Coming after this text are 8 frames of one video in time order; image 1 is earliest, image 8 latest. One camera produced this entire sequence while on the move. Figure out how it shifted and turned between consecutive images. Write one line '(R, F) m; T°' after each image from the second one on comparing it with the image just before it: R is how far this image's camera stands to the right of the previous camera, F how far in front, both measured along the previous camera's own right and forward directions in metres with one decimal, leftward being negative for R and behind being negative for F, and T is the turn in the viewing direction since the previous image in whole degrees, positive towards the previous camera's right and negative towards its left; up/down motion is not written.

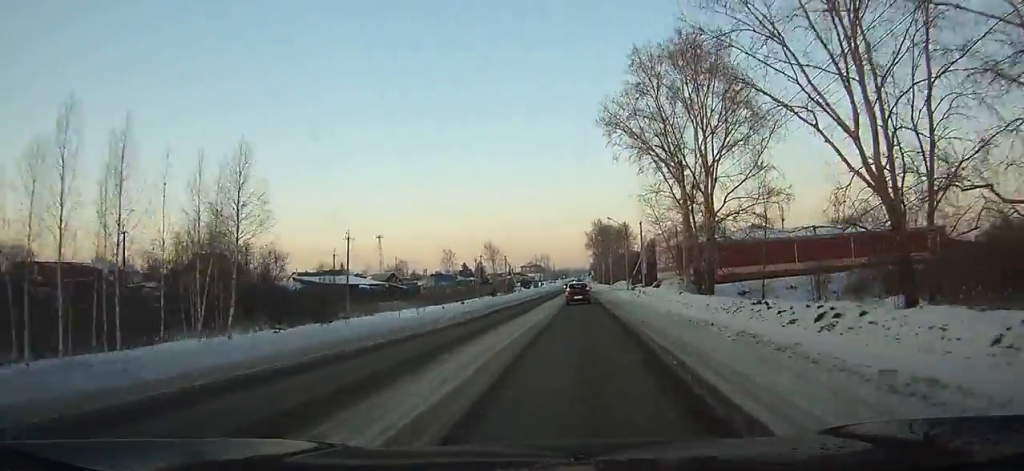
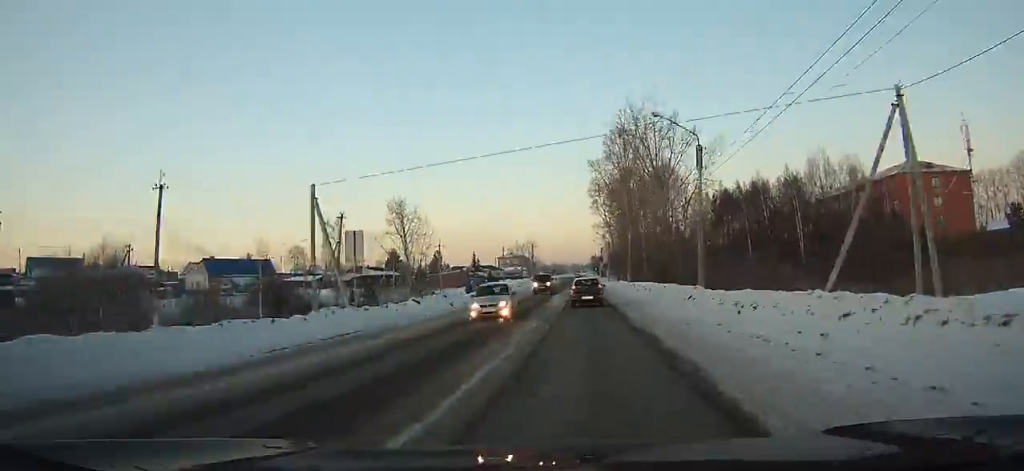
(-0.4, +104.7) m; +1°
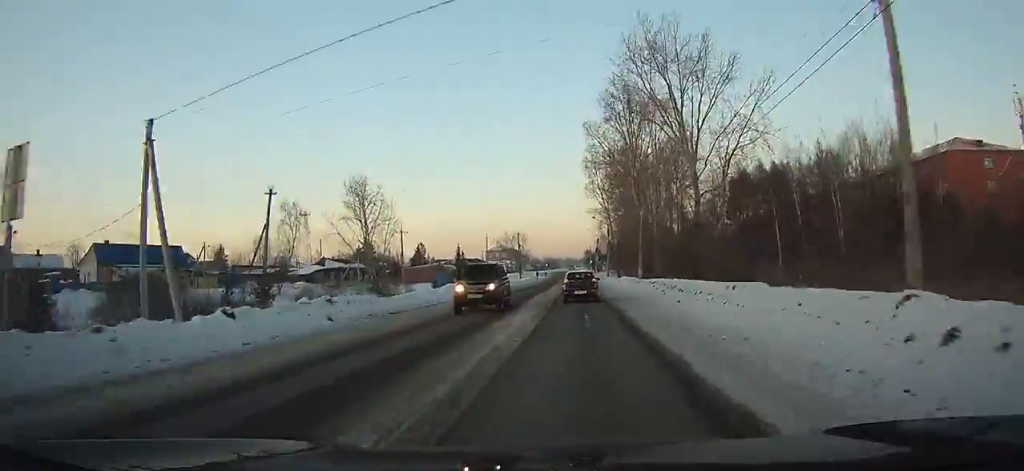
(+0.2, +16.7) m; 0°
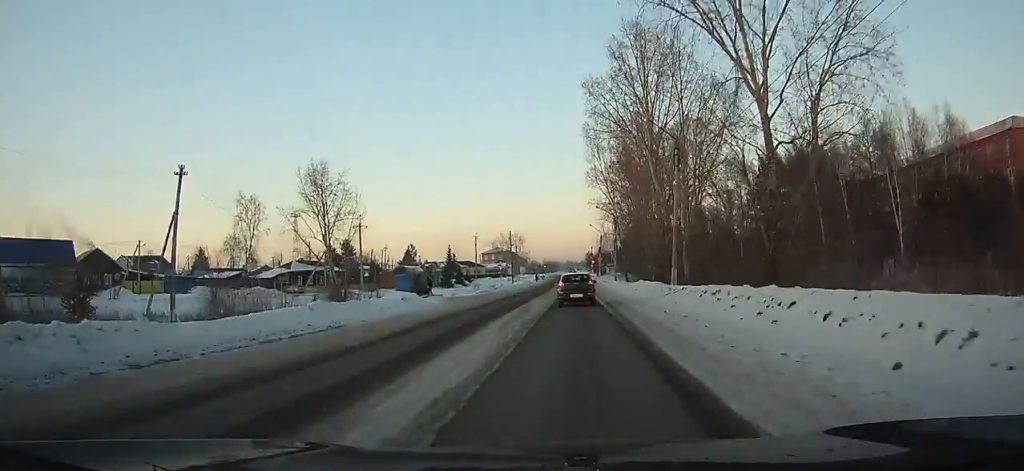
(+0.2, +15.4) m; 0°
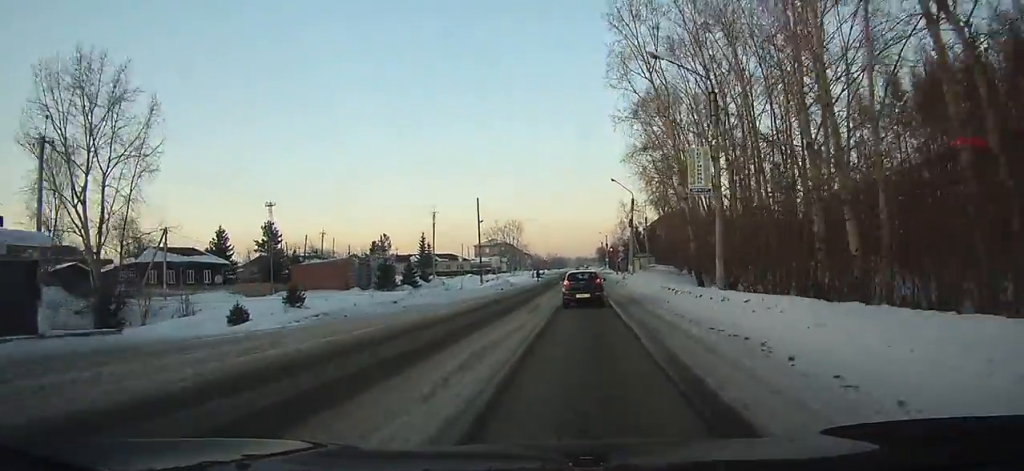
(0.0, +41.7) m; 0°
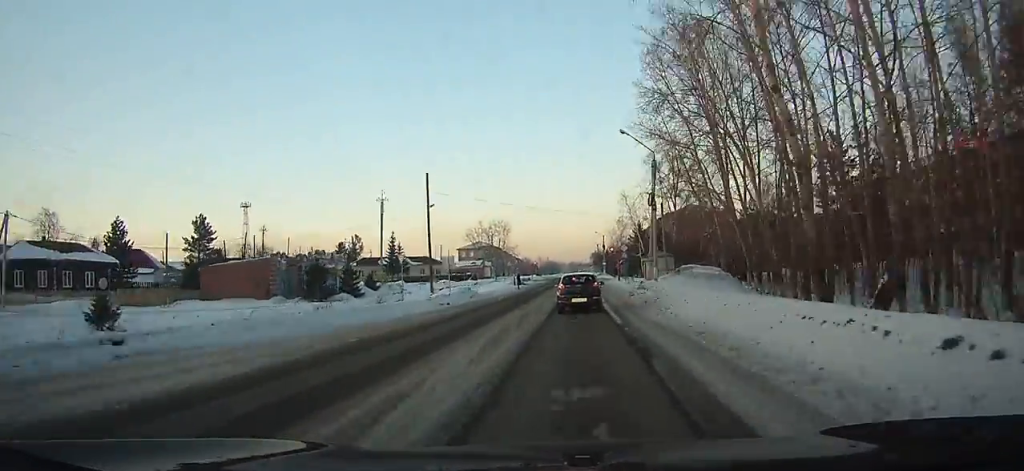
(+0.1, +17.8) m; 0°
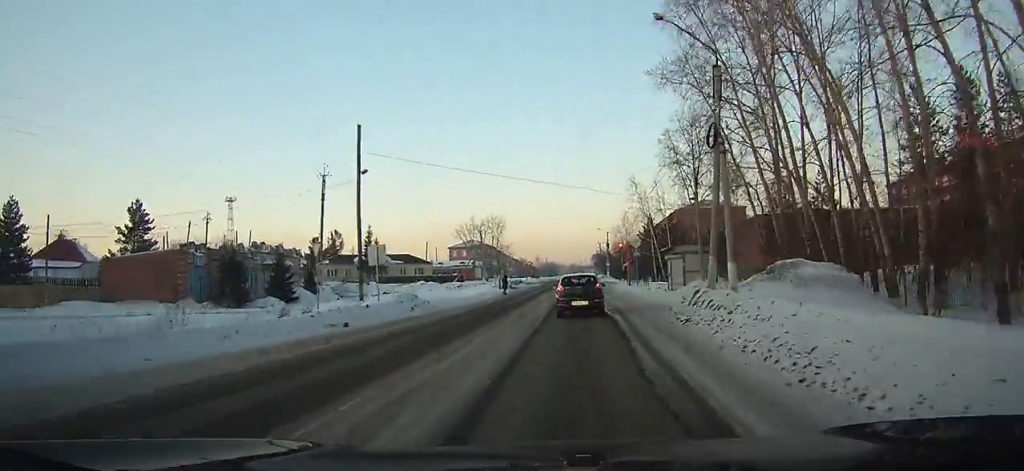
(0.0, +13.8) m; 0°
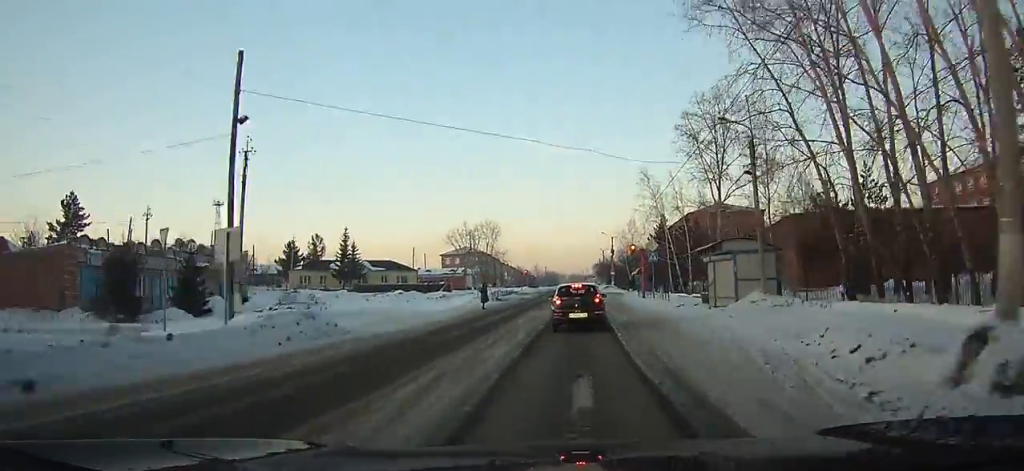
(-0.1, +11.2) m; 0°
